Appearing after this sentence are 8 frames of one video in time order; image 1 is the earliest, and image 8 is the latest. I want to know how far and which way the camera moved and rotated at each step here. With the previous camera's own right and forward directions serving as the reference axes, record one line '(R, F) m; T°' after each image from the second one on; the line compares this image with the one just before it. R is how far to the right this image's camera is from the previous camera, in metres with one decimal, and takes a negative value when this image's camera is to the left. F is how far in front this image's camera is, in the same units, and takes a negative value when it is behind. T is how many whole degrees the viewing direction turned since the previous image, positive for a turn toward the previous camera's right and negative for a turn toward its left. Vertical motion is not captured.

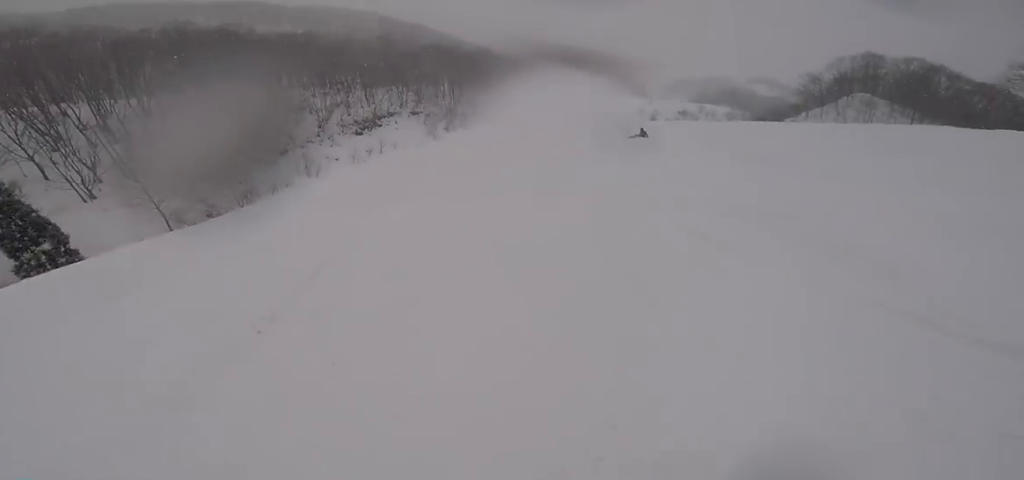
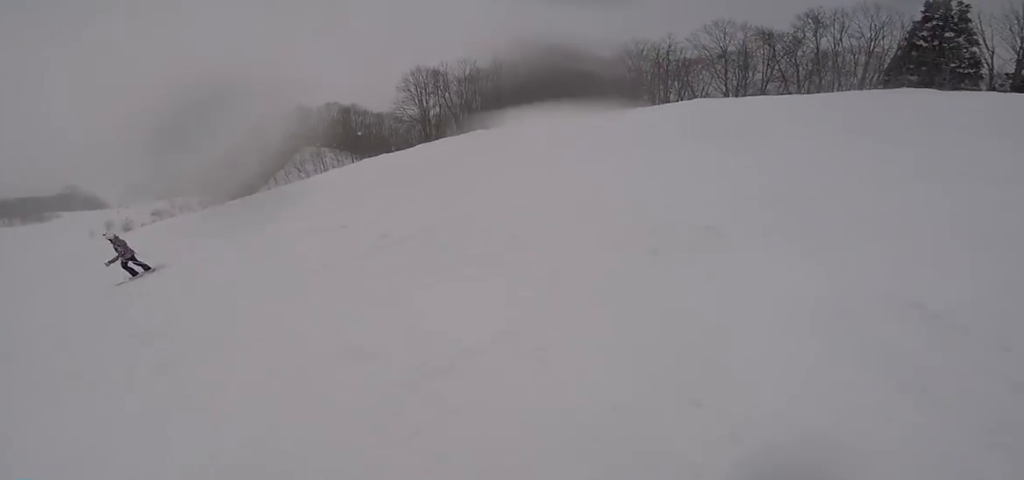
(+4.0, +5.5) m; +59°
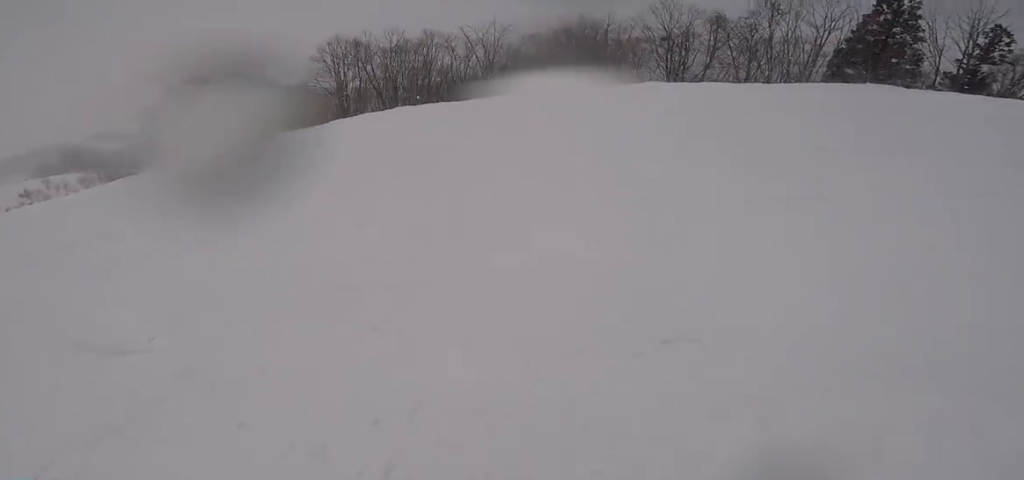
(+0.5, +4.4) m; +10°
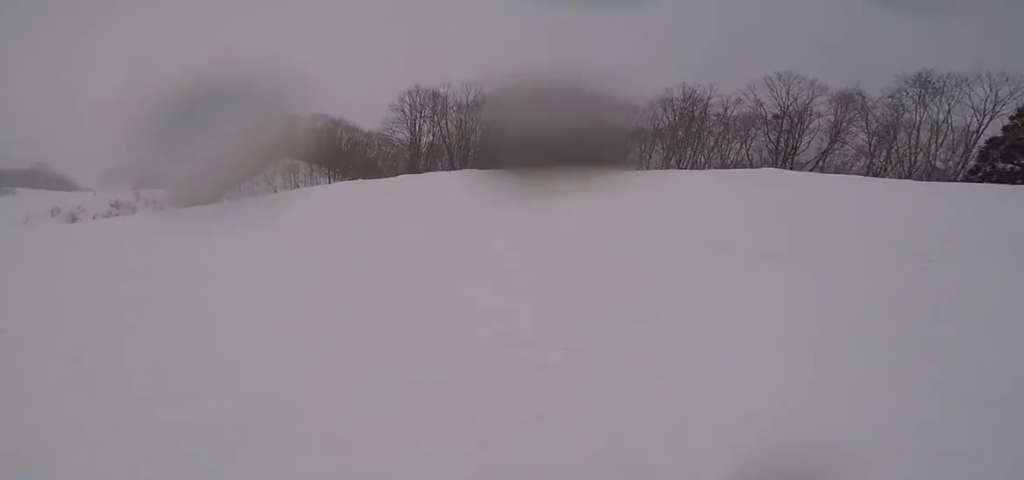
(+0.4, +4.9) m; -8°
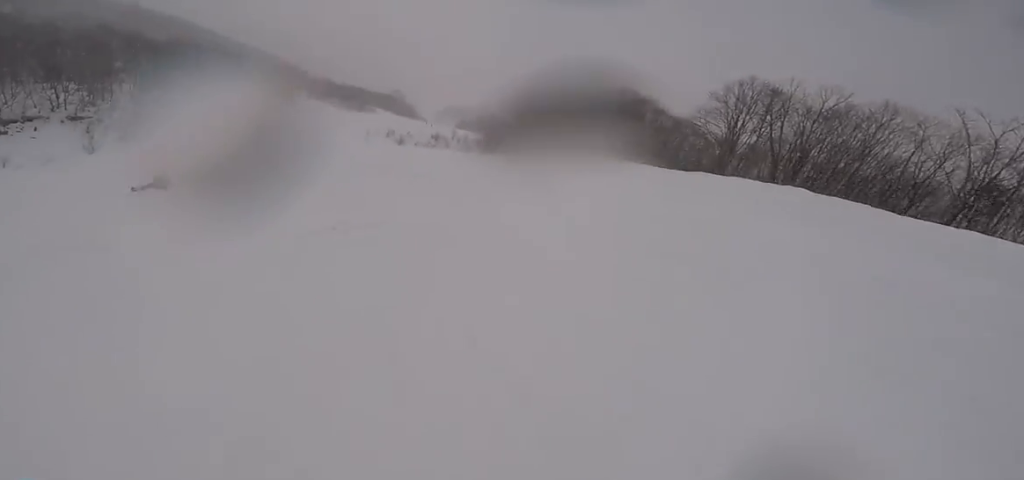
(-0.6, +4.0) m; -21°
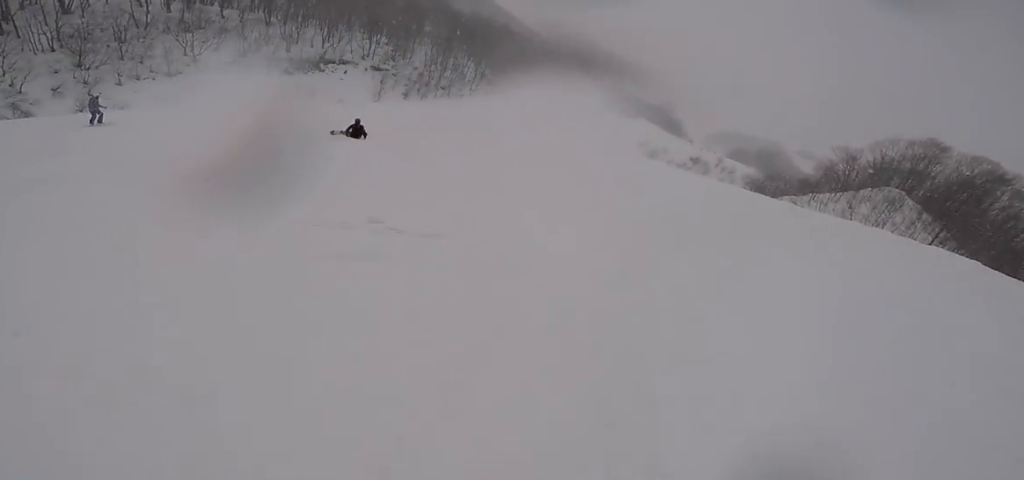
(-0.5, +3.4) m; -25°
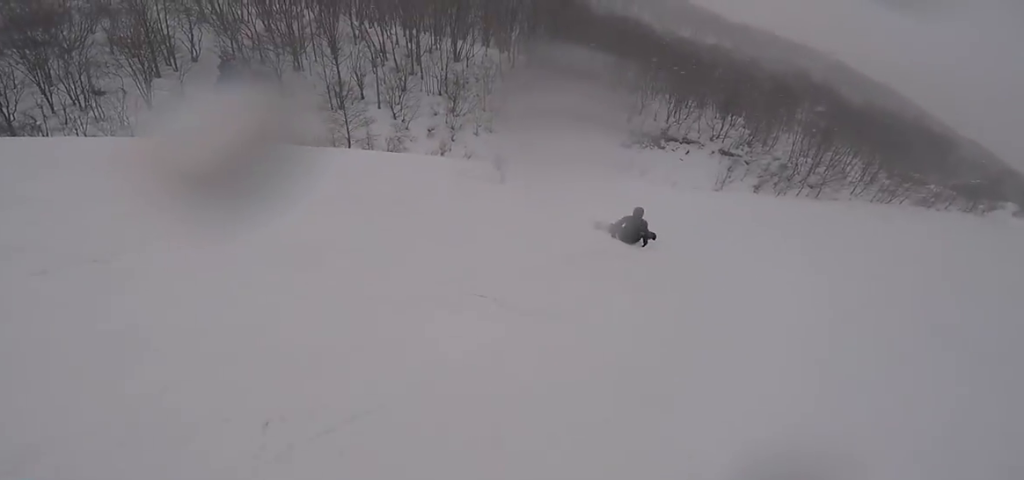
(-3.9, +5.1) m; -60°
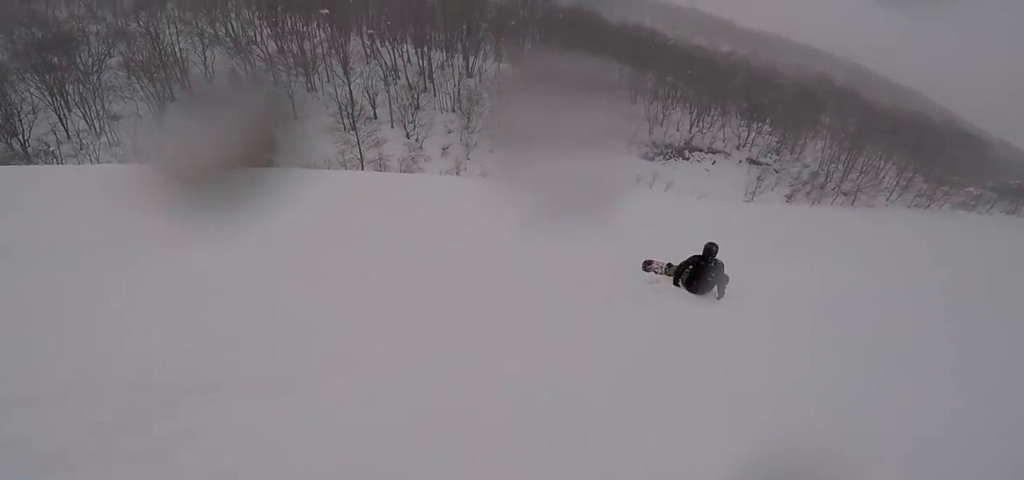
(-0.5, +2.3) m; -8°
